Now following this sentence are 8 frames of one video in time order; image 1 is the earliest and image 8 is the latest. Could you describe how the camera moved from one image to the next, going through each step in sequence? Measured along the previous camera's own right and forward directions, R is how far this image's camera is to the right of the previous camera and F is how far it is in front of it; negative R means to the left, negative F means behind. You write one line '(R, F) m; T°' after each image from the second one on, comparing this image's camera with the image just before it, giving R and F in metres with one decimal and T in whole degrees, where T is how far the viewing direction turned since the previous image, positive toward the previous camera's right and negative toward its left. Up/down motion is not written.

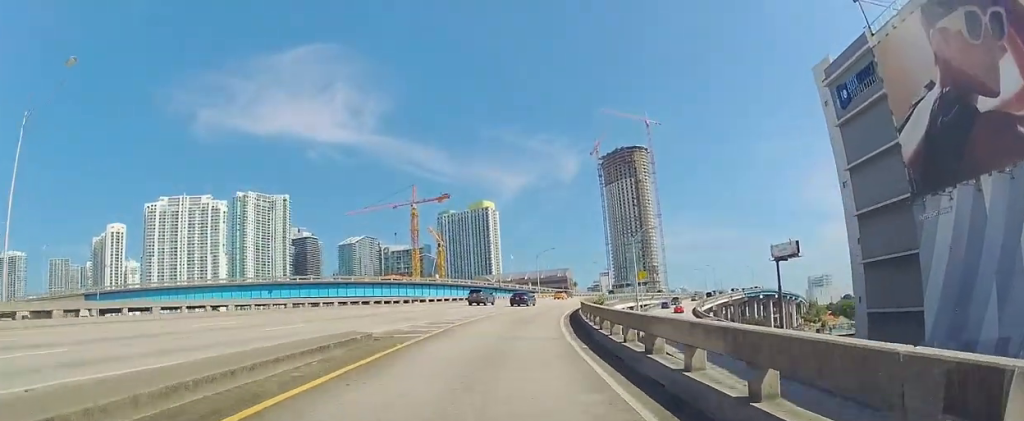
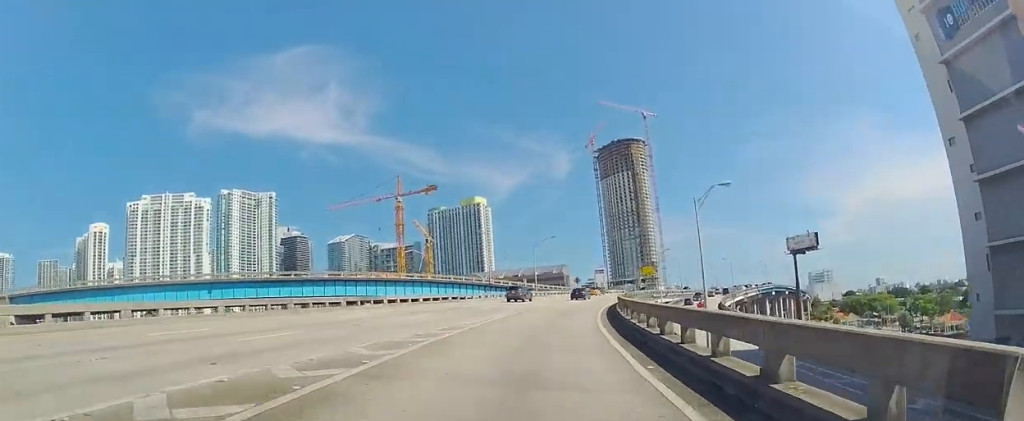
(+0.5, +18.1) m; 0°
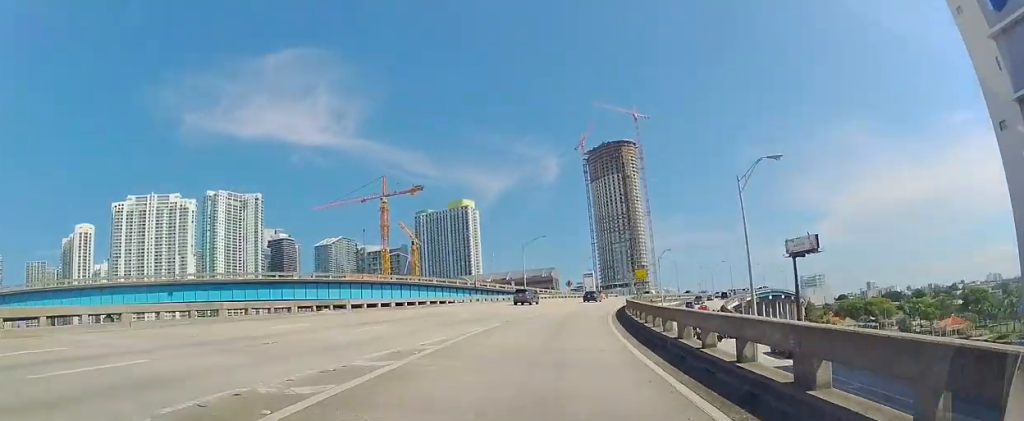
(-0.2, +7.4) m; +1°
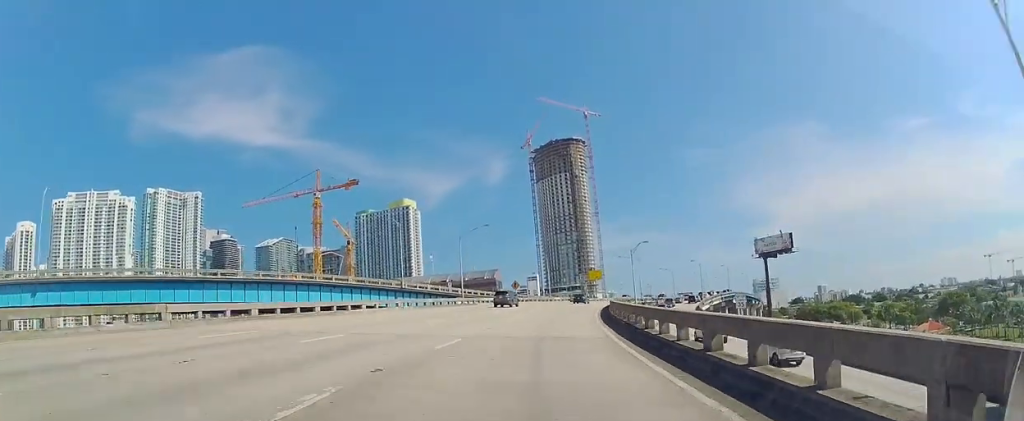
(+0.1, +16.8) m; +4°
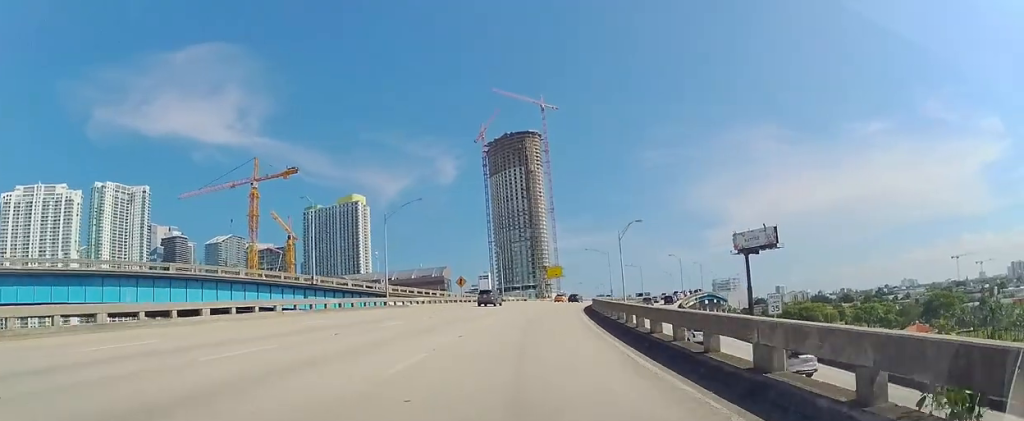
(+1.1, +17.9) m; +6°
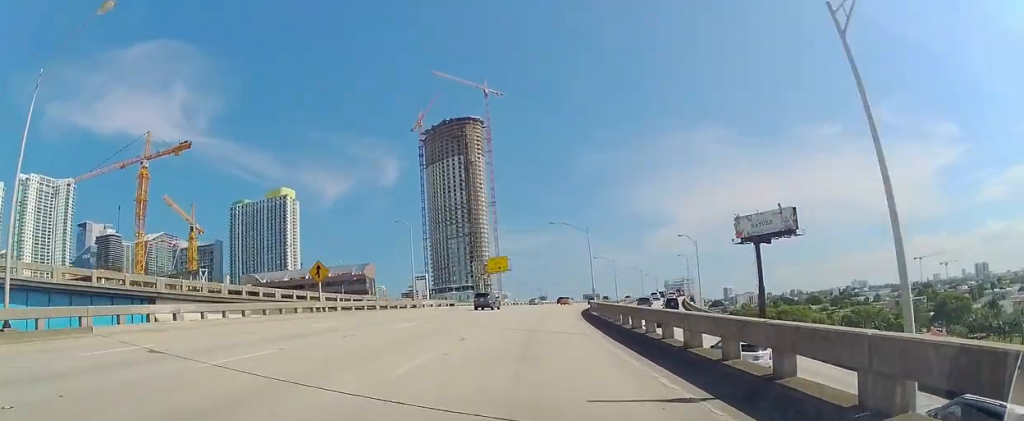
(+2.6, +38.0) m; +6°
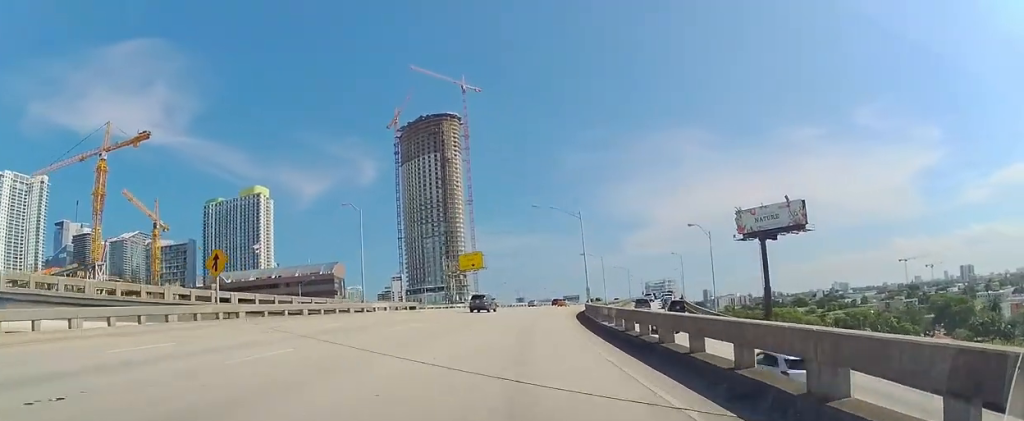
(-0.1, +11.8) m; +2°
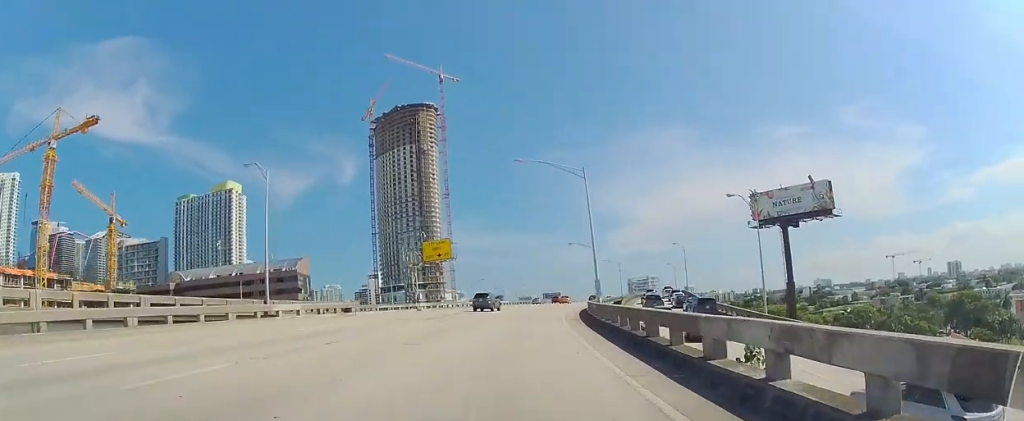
(+0.4, +15.7) m; +2°
